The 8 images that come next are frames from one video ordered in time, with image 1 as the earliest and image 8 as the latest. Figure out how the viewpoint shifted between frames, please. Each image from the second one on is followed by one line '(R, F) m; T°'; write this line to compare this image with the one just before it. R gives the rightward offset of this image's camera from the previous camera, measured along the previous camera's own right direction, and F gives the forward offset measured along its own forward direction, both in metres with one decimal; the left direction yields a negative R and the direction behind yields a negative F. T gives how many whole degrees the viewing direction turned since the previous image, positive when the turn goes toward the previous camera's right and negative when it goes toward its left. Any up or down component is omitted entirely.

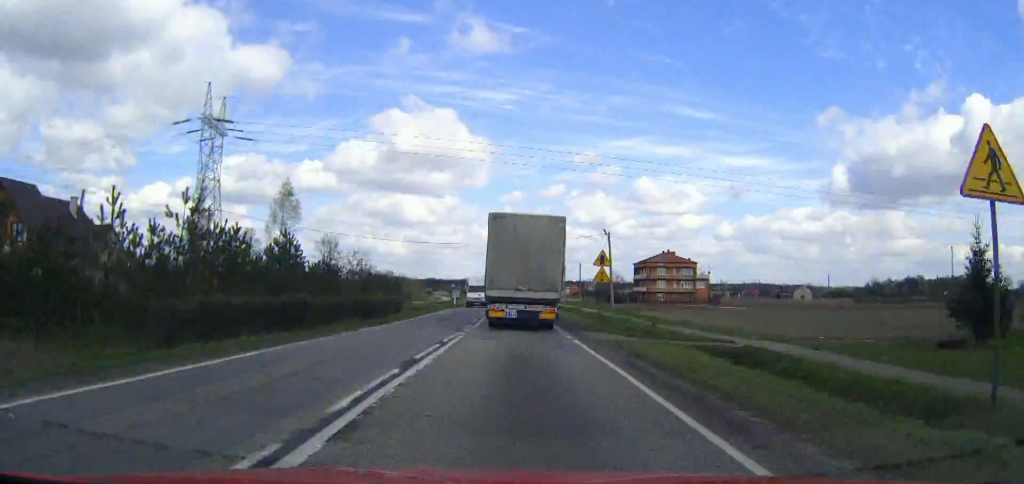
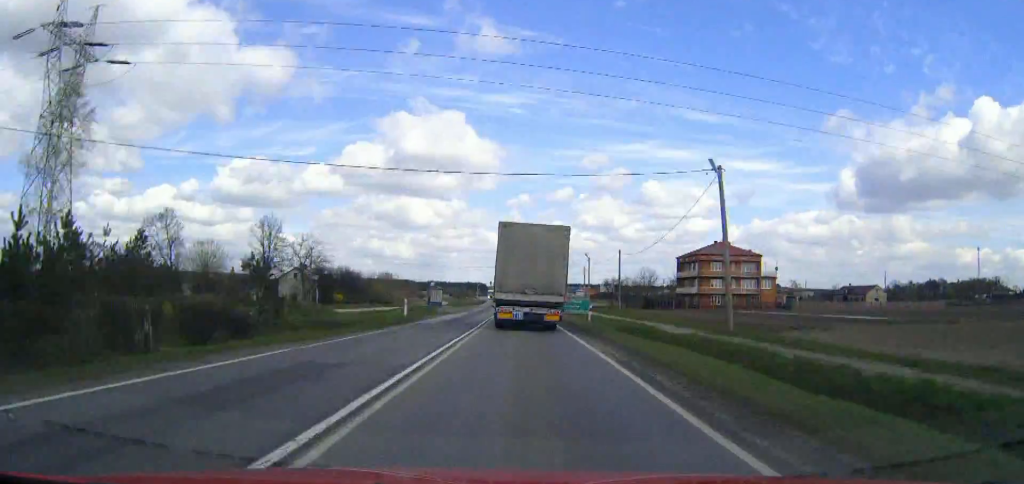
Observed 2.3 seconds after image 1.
(-0.1, +37.9) m; 0°
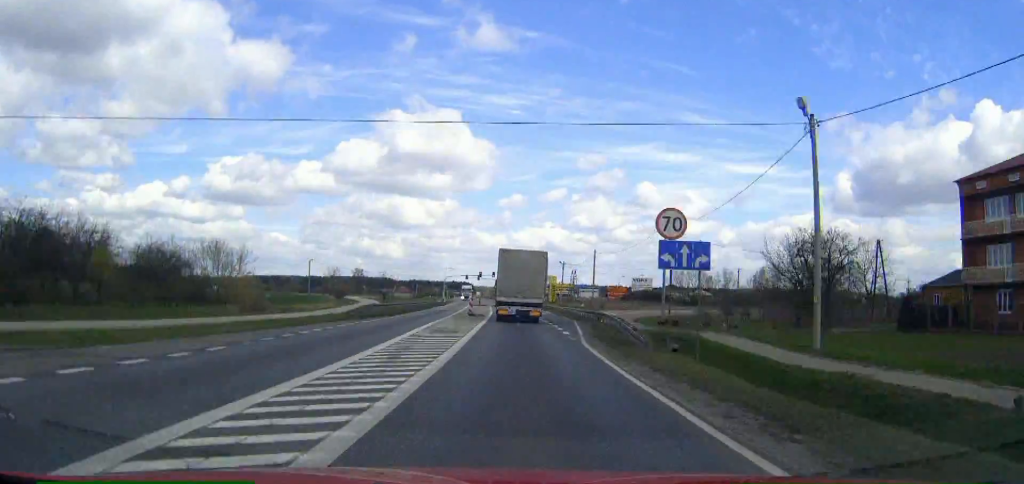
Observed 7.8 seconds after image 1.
(+0.2, +93.8) m; 0°
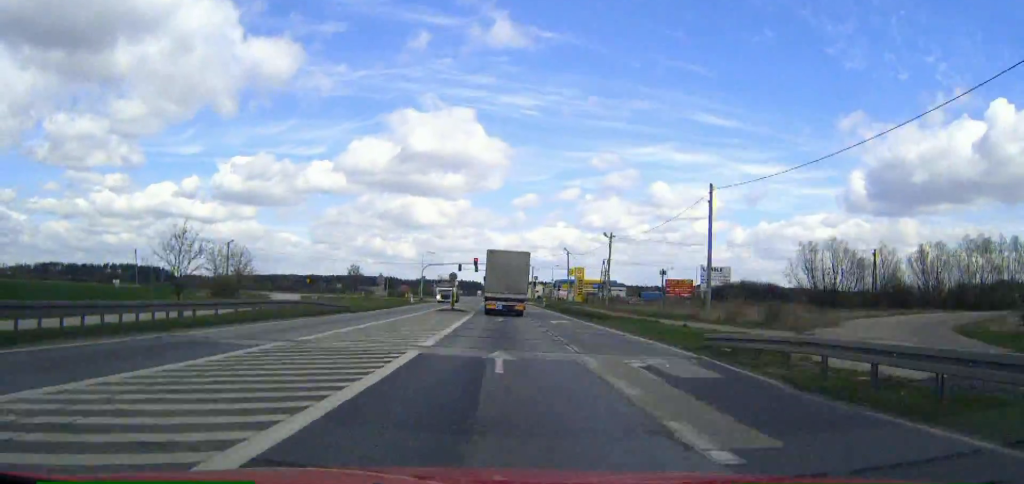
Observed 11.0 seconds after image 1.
(-0.3, +59.7) m; -1°
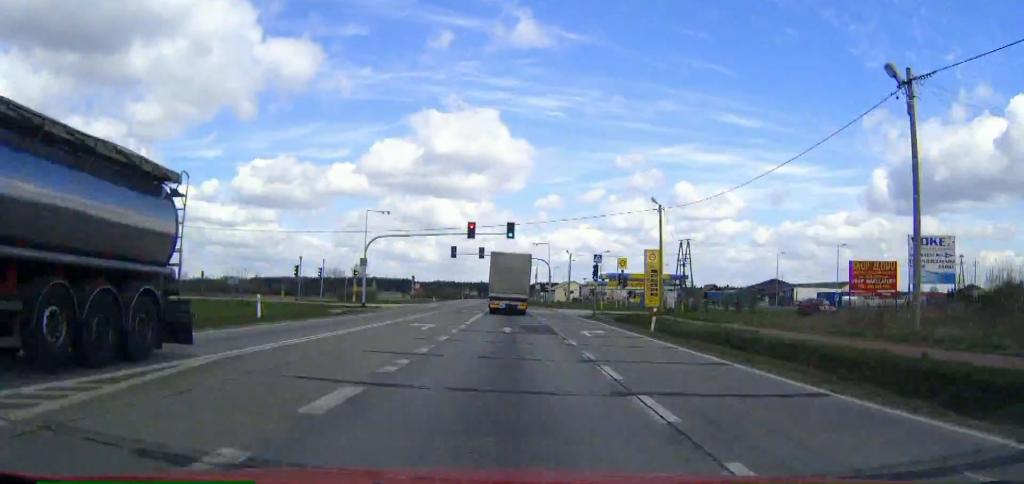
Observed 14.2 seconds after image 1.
(-0.9, +64.1) m; -1°
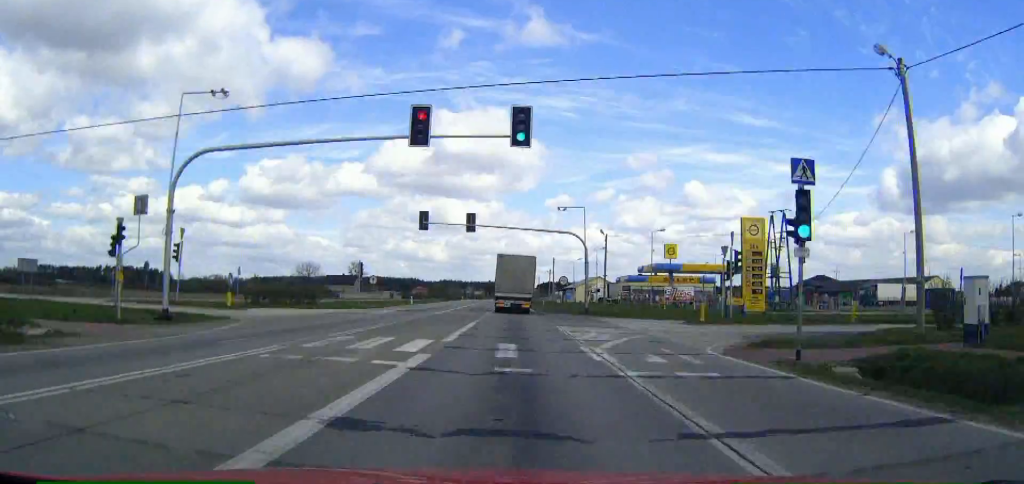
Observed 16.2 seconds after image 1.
(-0.2, +42.1) m; -1°
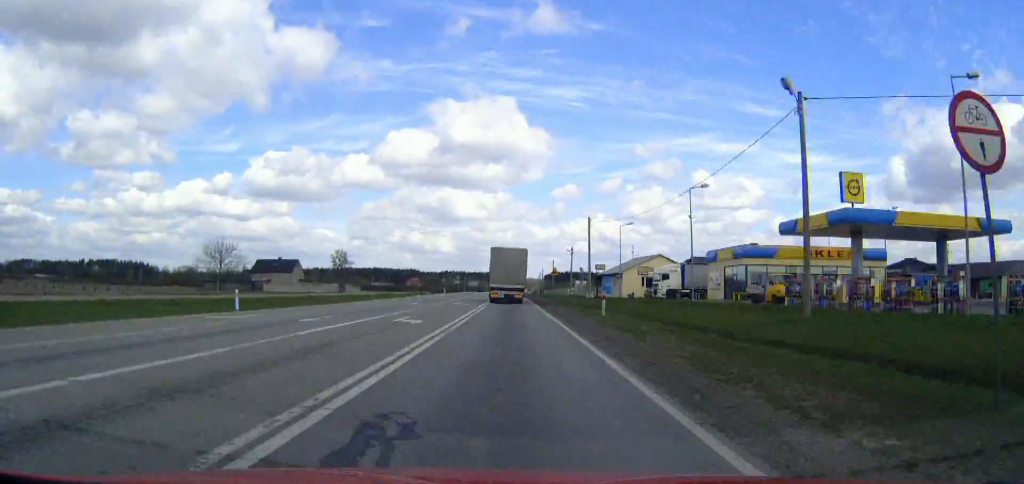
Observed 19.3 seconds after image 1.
(-0.3, +68.3) m; -1°
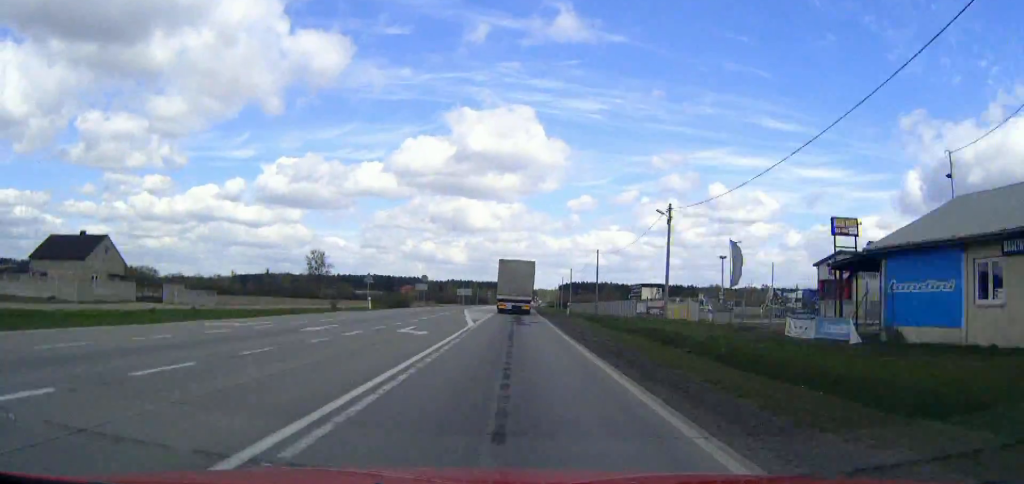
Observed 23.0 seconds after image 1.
(-0.6, +81.3) m; 0°
